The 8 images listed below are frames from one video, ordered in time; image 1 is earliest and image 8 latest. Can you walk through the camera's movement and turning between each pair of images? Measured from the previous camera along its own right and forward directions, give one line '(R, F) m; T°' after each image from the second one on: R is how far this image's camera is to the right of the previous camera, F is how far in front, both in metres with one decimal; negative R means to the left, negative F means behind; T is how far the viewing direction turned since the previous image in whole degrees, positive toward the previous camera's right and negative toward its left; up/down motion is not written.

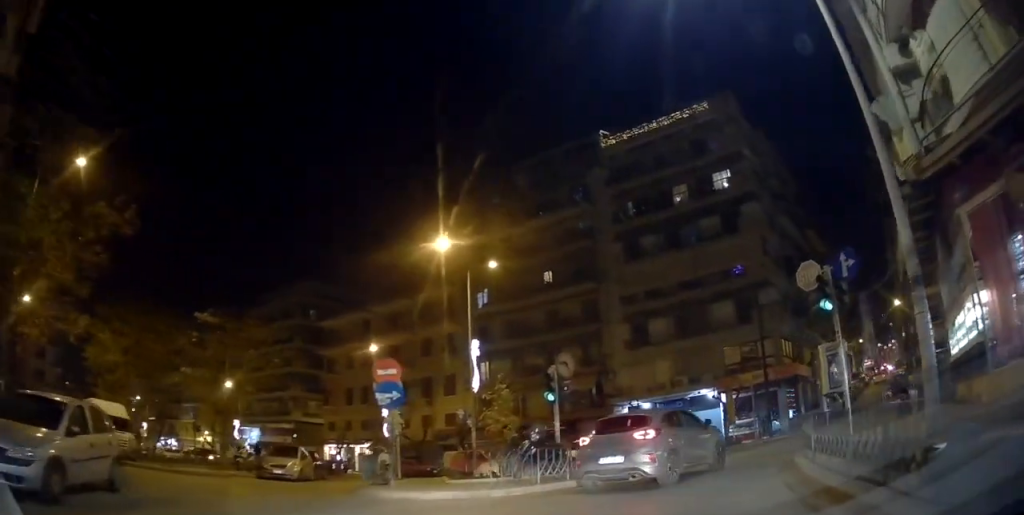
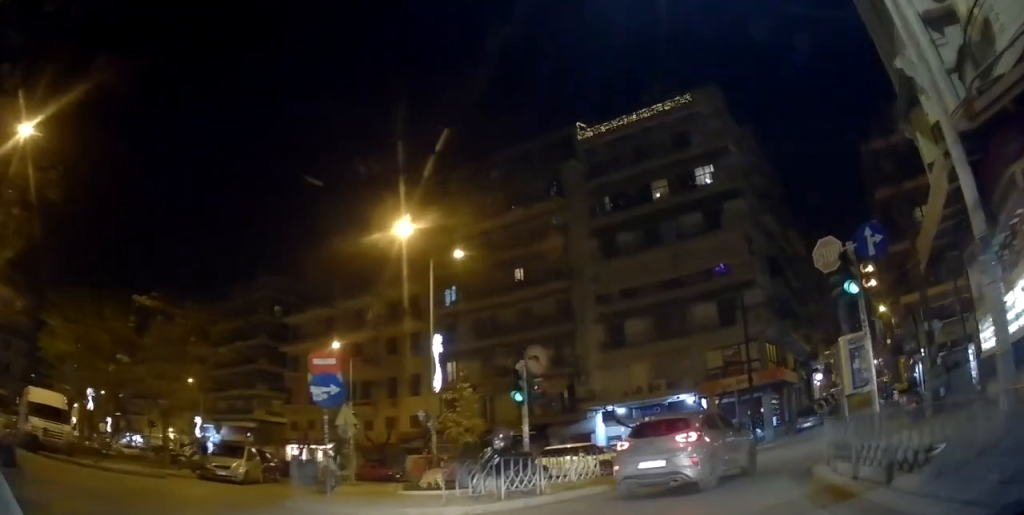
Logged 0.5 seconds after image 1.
(+0.1, +2.2) m; -2°
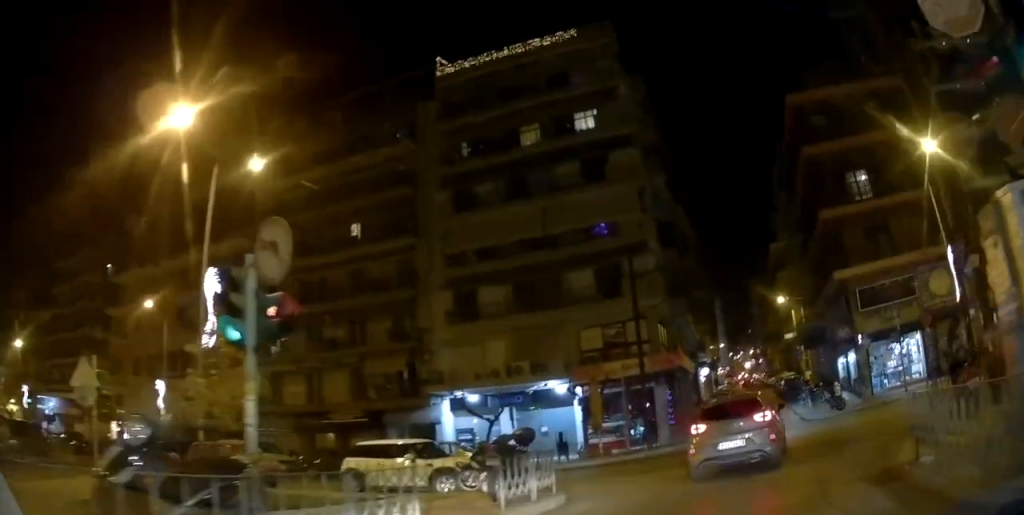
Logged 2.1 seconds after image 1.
(-0.3, +7.6) m; +3°
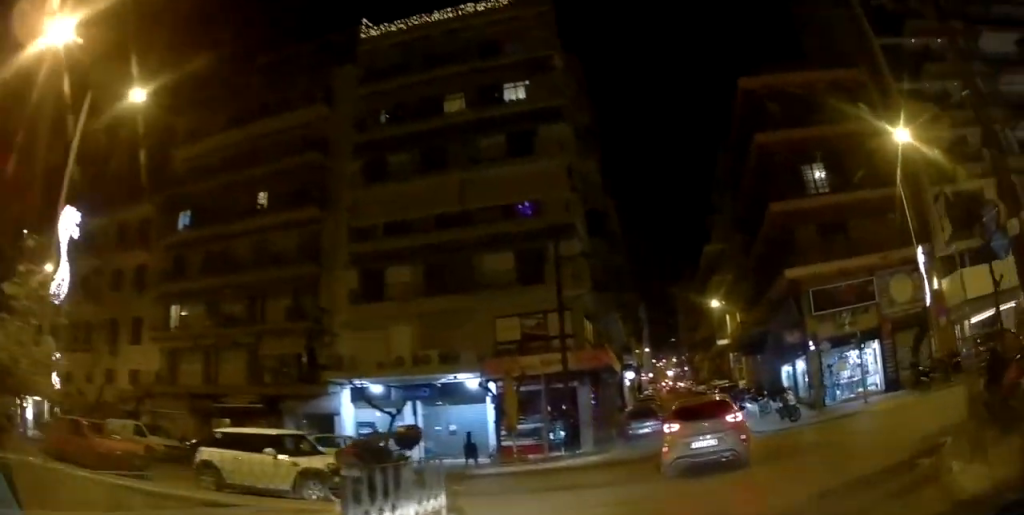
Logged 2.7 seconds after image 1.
(+0.1, +3.5) m; +8°
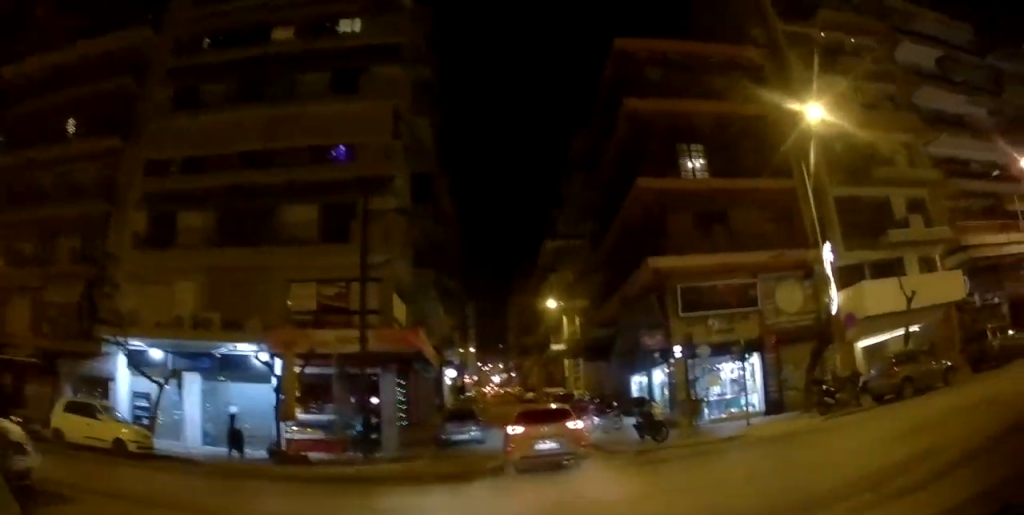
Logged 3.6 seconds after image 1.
(+0.8, +6.4) m; +8°
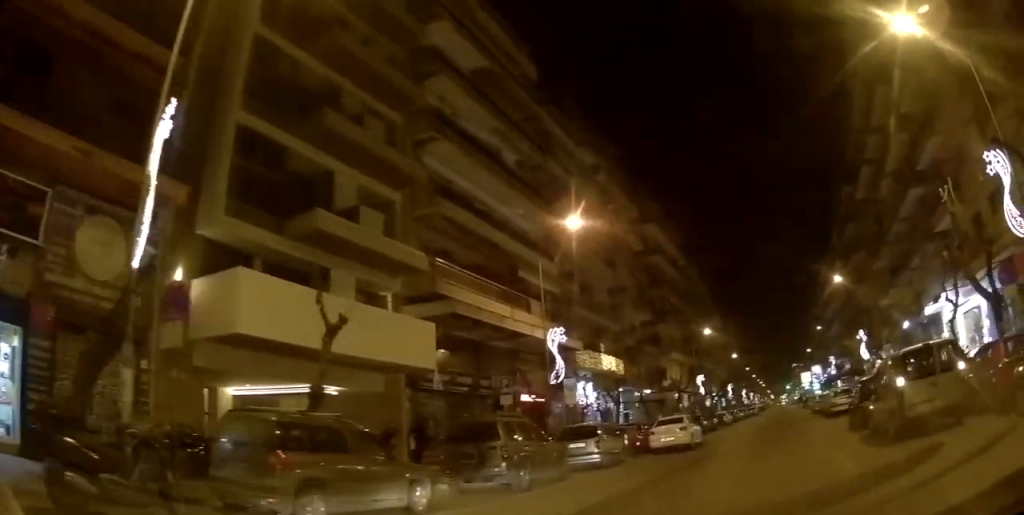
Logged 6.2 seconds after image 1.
(+3.5, +13.8) m; +40°
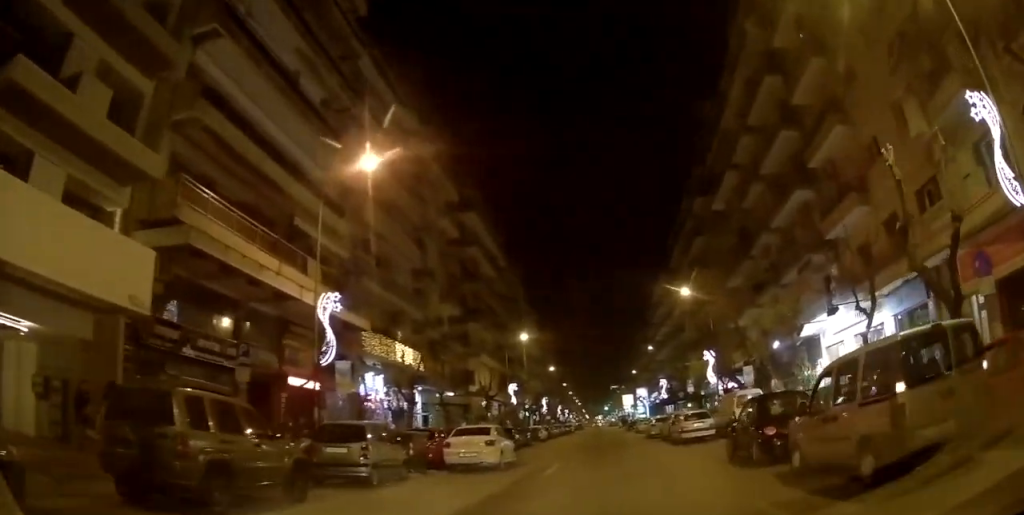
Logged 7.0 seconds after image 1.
(+0.7, +4.5) m; +15°
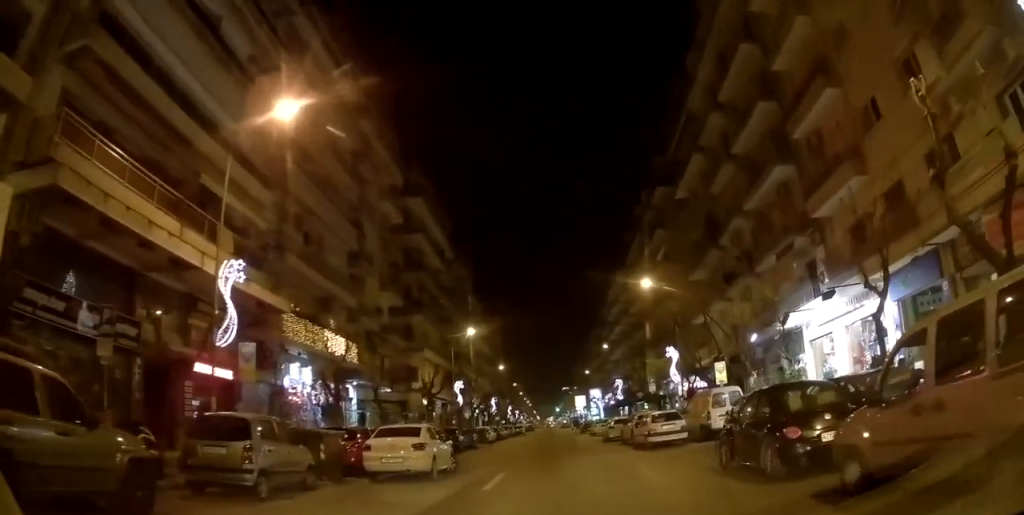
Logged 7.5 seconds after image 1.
(+0.1, +2.6) m; +7°
